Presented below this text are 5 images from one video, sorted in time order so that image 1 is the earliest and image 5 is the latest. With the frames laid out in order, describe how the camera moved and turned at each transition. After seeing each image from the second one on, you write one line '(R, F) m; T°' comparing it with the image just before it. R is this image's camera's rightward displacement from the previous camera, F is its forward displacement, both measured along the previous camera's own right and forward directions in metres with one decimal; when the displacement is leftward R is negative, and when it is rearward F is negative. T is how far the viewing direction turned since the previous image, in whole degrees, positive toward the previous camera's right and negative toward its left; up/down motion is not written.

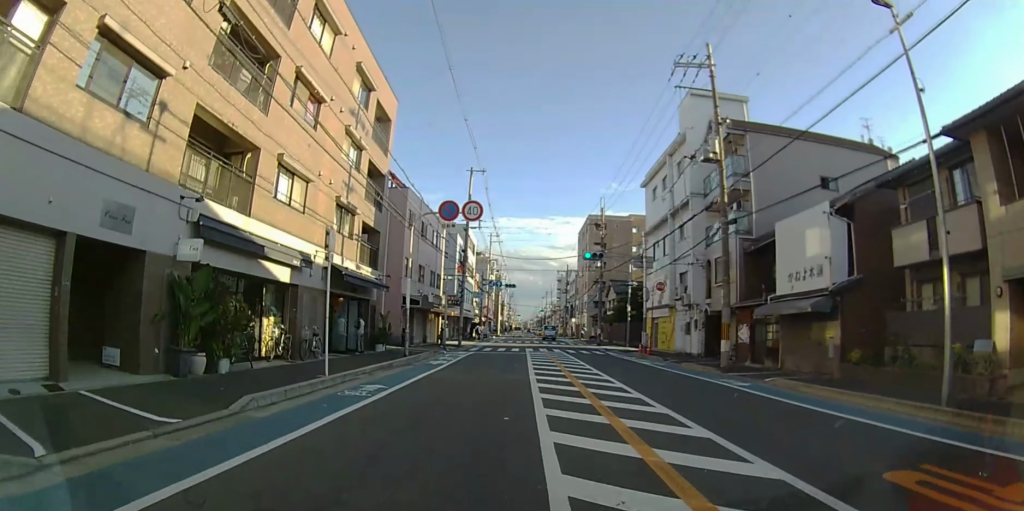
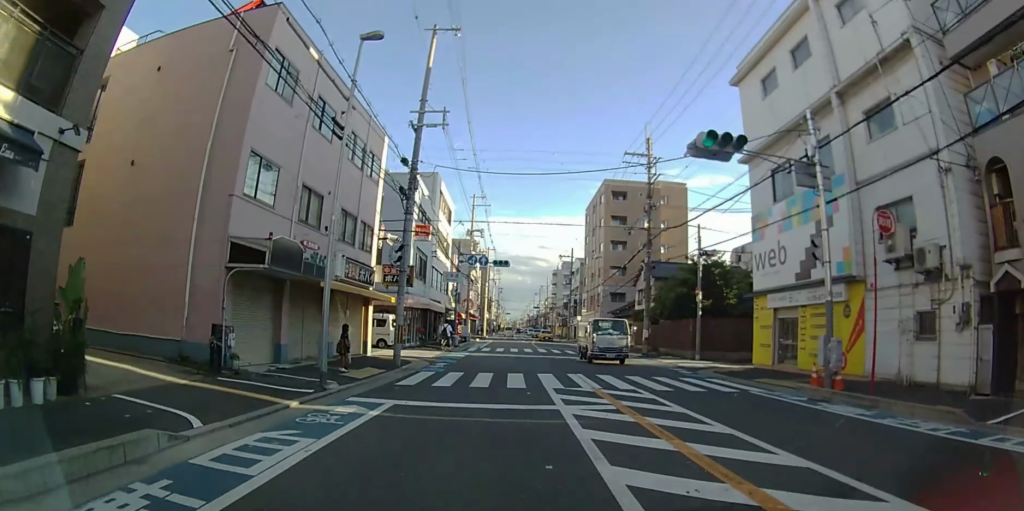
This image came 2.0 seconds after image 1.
(0.0, +20.2) m; 0°
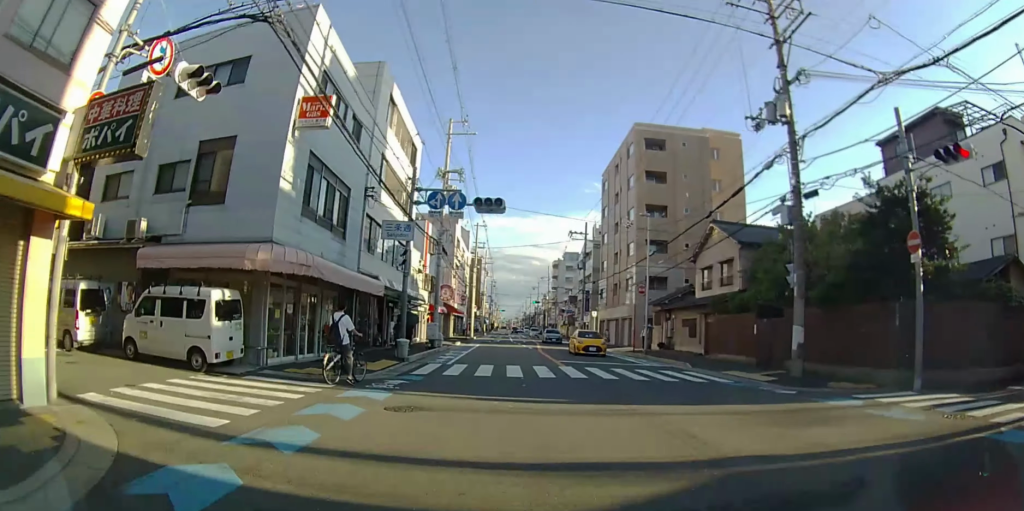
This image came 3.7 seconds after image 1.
(+0.1, +18.1) m; 0°
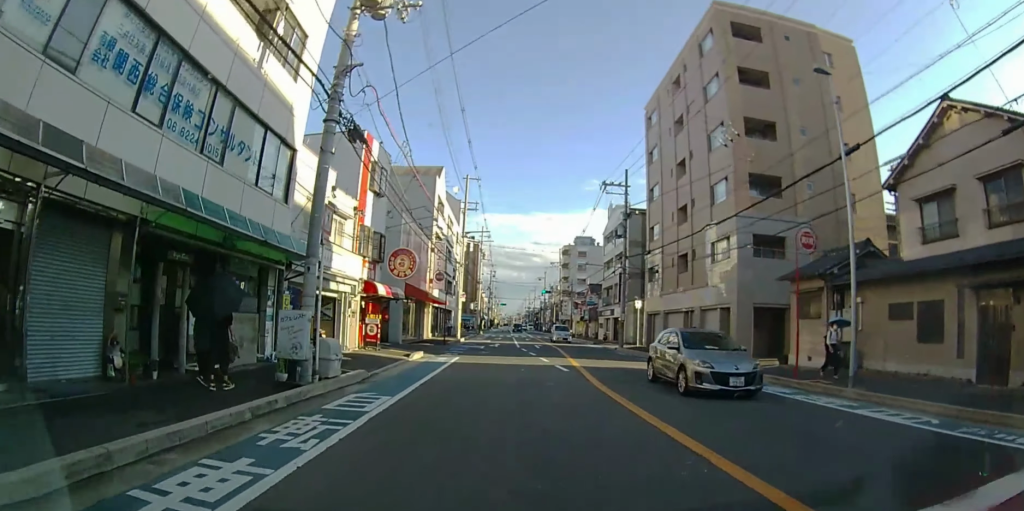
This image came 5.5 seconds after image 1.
(0.0, +19.5) m; 0°
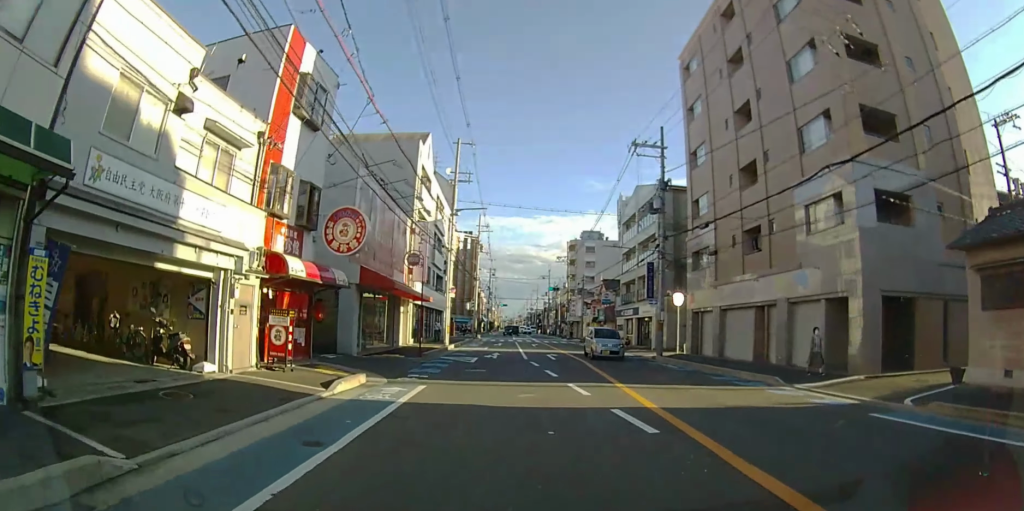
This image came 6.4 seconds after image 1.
(0.0, +9.3) m; 0°
